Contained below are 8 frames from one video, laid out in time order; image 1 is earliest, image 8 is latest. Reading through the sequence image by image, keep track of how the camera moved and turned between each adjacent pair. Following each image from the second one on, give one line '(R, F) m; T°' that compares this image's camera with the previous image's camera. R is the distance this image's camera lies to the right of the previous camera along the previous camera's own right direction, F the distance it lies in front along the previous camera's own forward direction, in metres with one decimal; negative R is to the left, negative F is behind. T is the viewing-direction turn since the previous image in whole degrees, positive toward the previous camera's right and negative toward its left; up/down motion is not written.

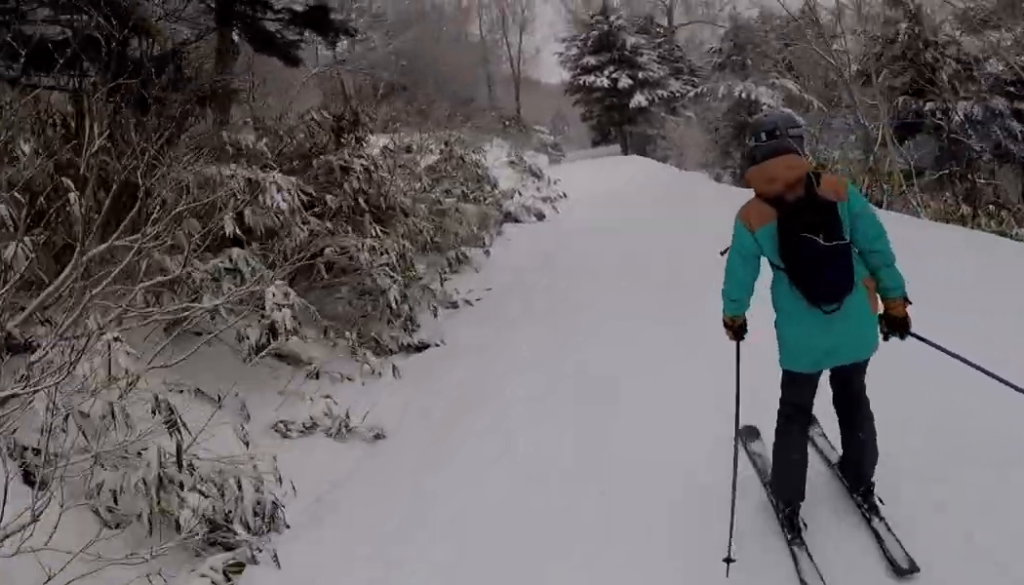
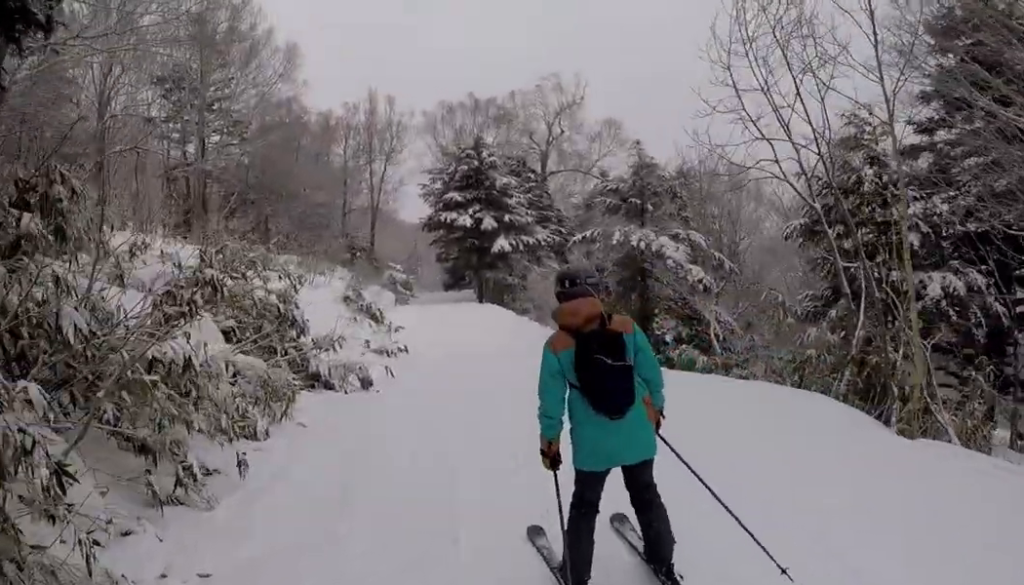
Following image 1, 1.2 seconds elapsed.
(0.0, +4.9) m; 0°
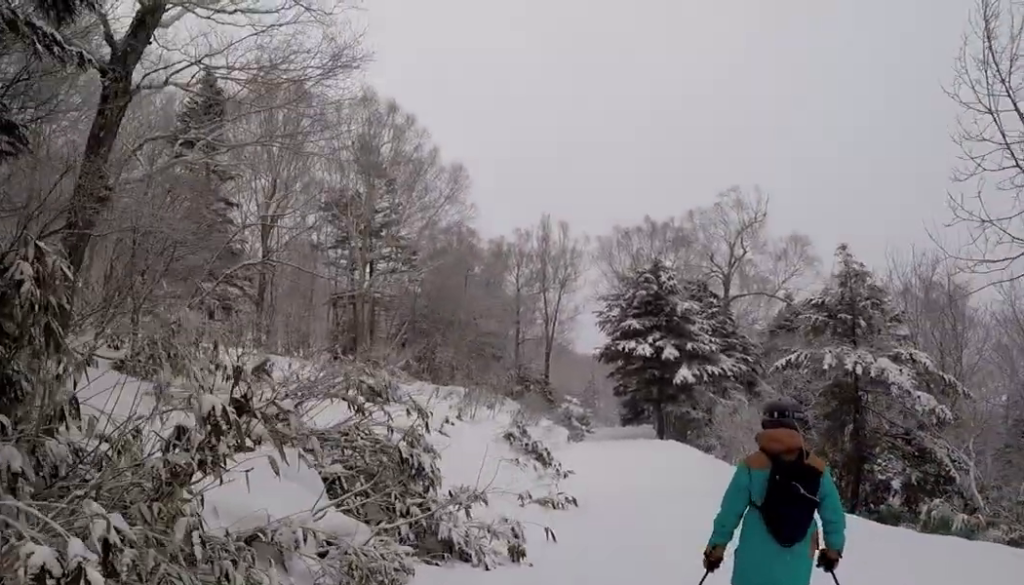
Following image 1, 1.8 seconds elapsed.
(0.0, +2.5) m; 0°
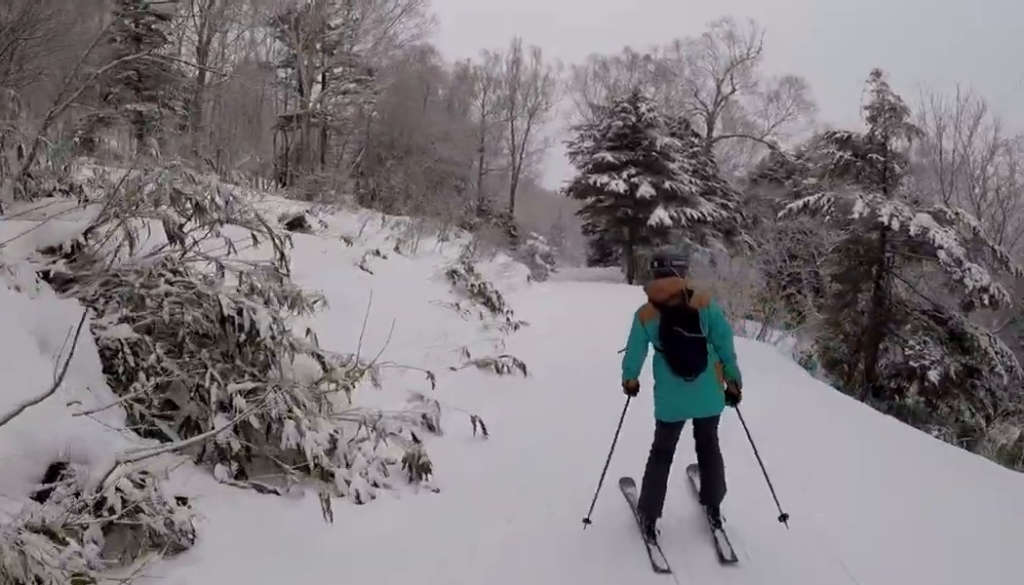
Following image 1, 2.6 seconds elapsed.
(0.0, +3.2) m; 0°
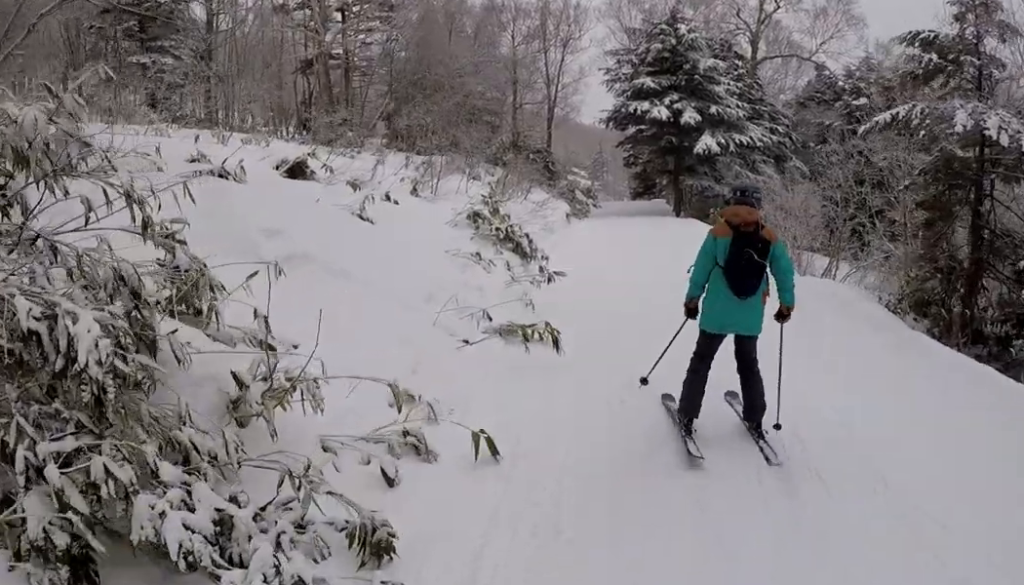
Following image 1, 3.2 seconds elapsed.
(0.0, +2.2) m; 0°
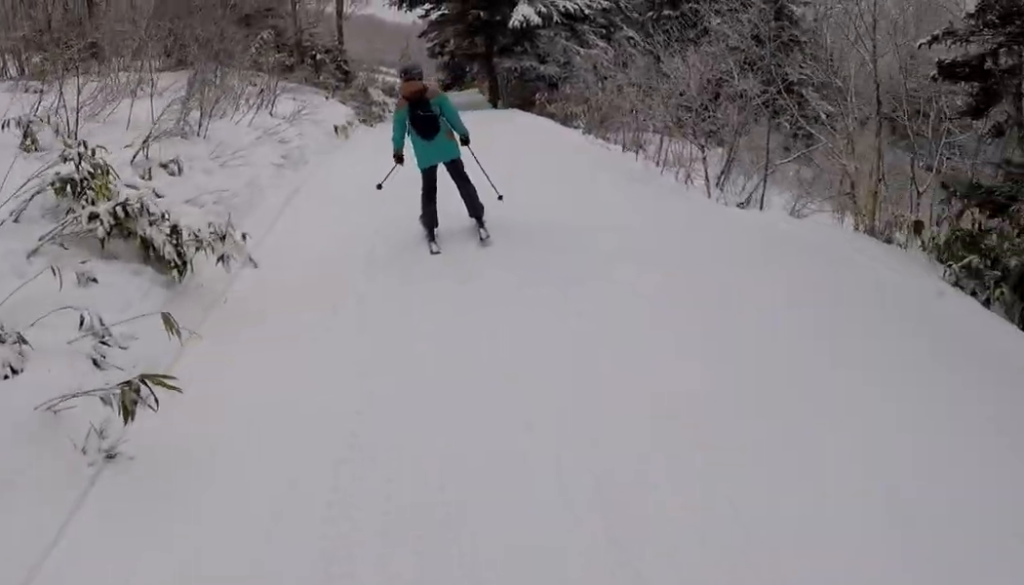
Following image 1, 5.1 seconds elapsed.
(-0.1, +7.4) m; -14°
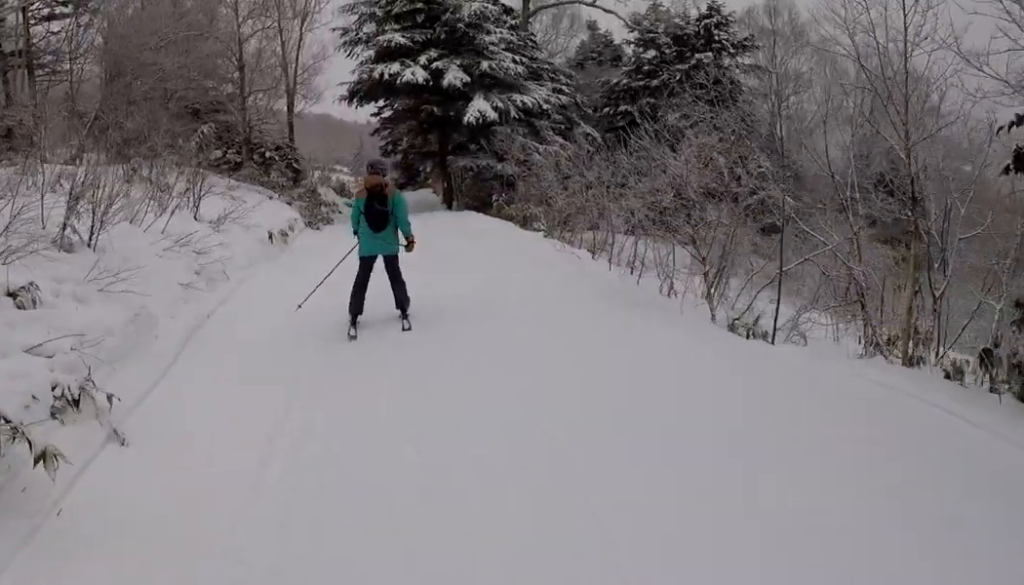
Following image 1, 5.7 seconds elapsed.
(-0.6, +1.8) m; +8°
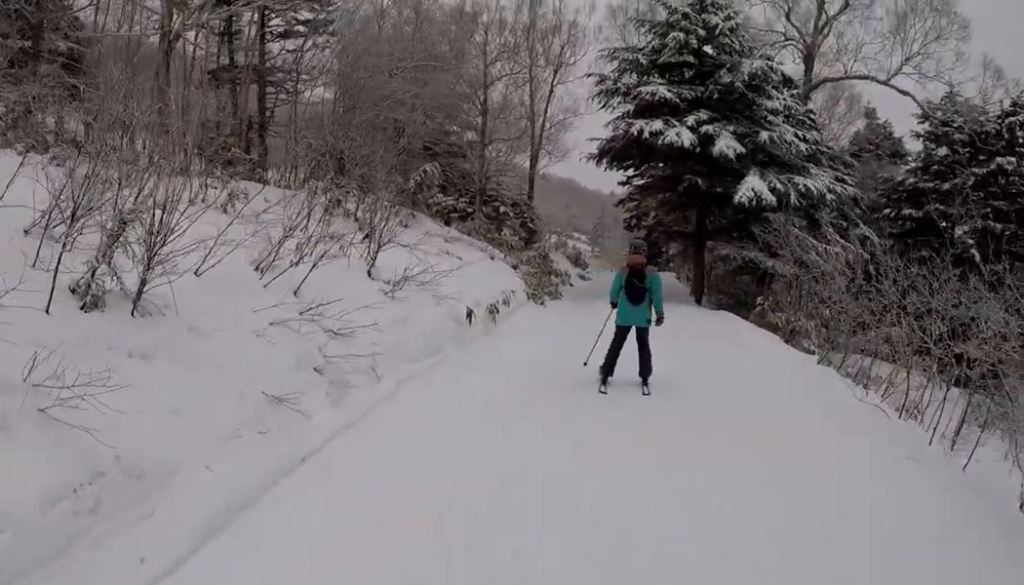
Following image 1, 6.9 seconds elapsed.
(+0.9, +3.2) m; +17°
